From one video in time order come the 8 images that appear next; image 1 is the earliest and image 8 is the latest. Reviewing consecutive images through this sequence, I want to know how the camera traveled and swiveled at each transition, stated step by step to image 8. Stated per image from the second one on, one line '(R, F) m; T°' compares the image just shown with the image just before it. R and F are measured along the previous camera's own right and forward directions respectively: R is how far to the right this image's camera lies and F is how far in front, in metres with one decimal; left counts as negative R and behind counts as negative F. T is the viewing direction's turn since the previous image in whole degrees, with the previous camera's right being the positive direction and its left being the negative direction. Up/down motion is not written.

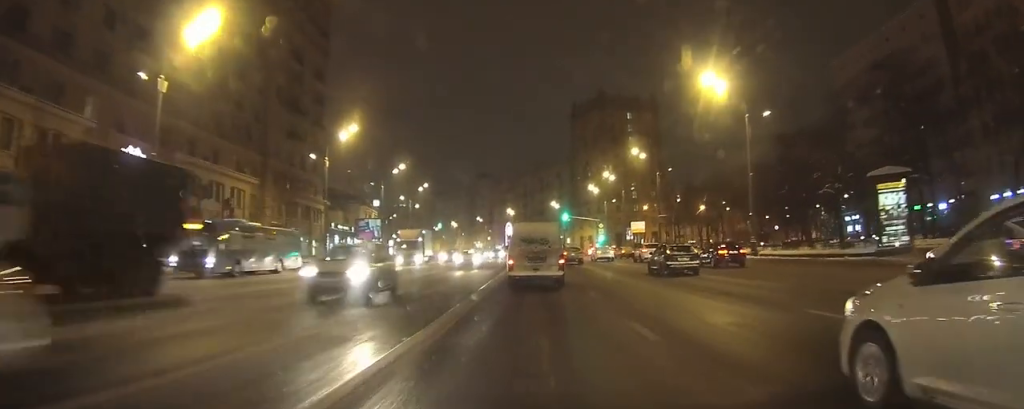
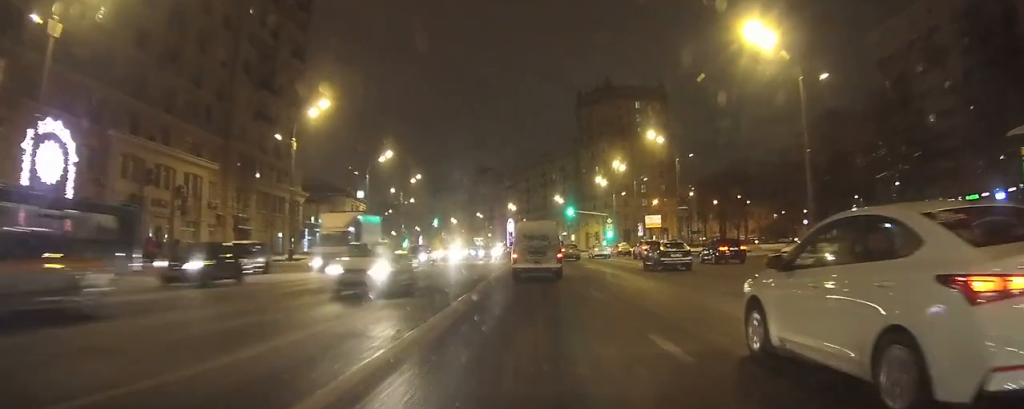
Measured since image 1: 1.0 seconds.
(-0.1, +8.8) m; -1°
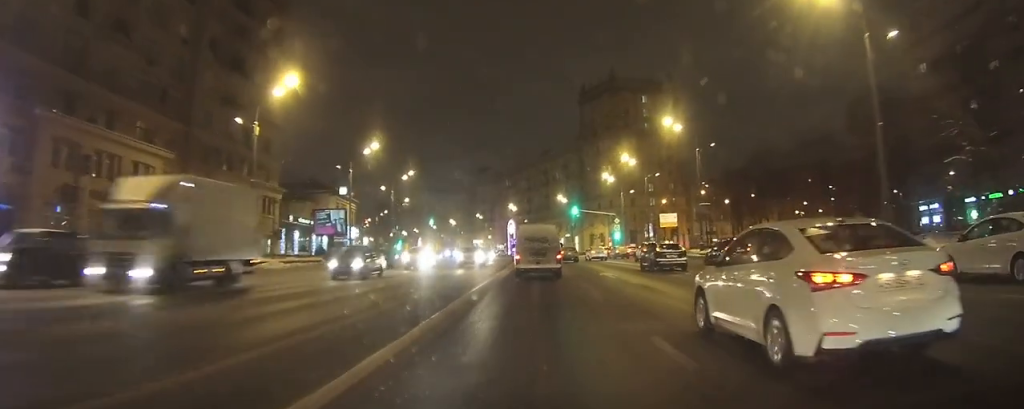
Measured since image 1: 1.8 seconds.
(-0.1, +8.1) m; 0°
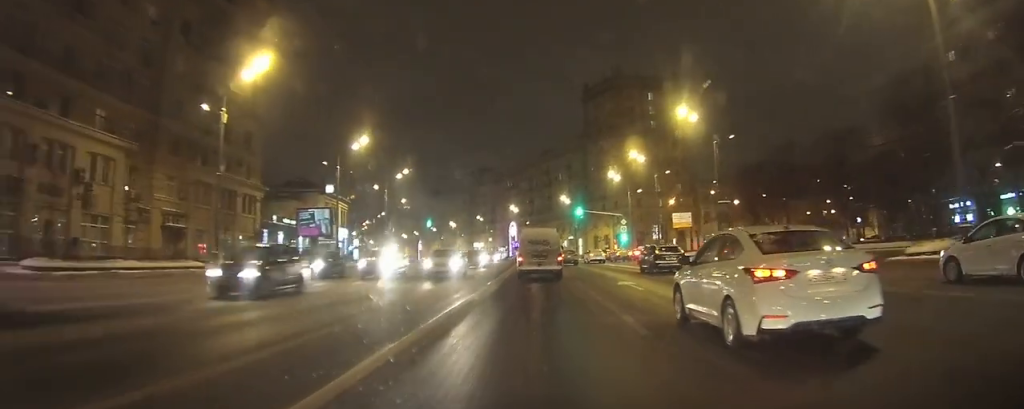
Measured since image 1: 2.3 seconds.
(-0.1, +5.7) m; 0°
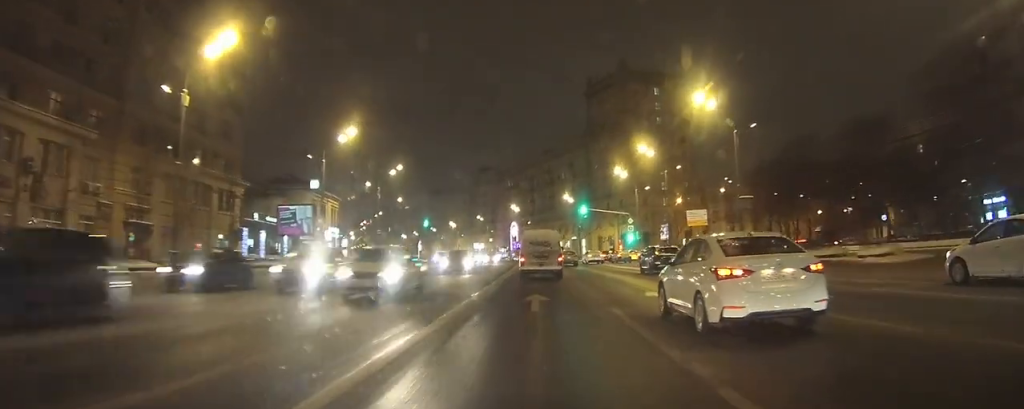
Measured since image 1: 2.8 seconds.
(+0.1, +5.7) m; 0°
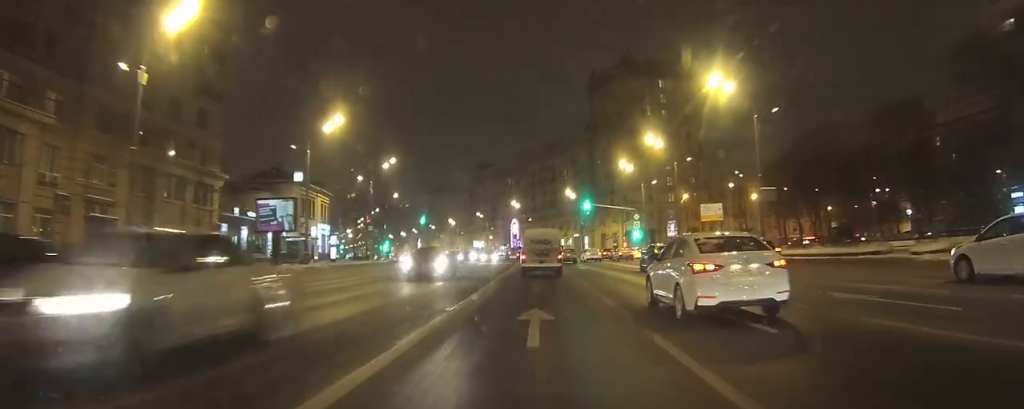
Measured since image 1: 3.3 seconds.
(+0.1, +5.0) m; 0°
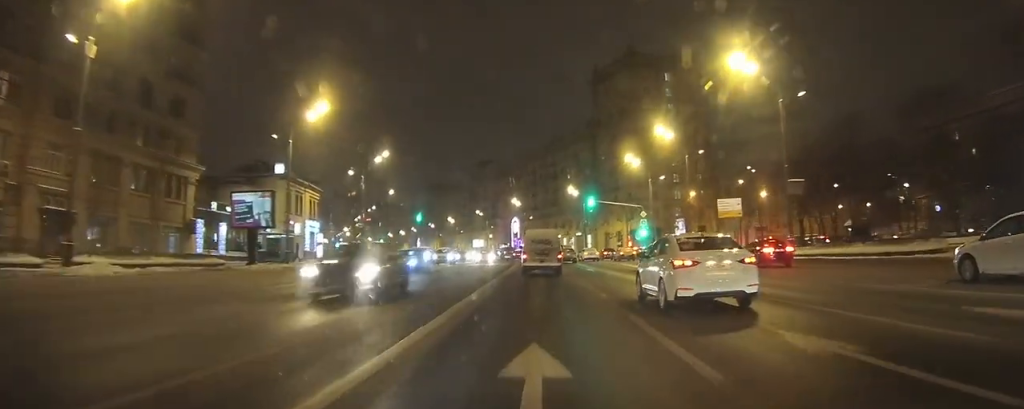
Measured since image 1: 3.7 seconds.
(-0.1, +5.2) m; -1°
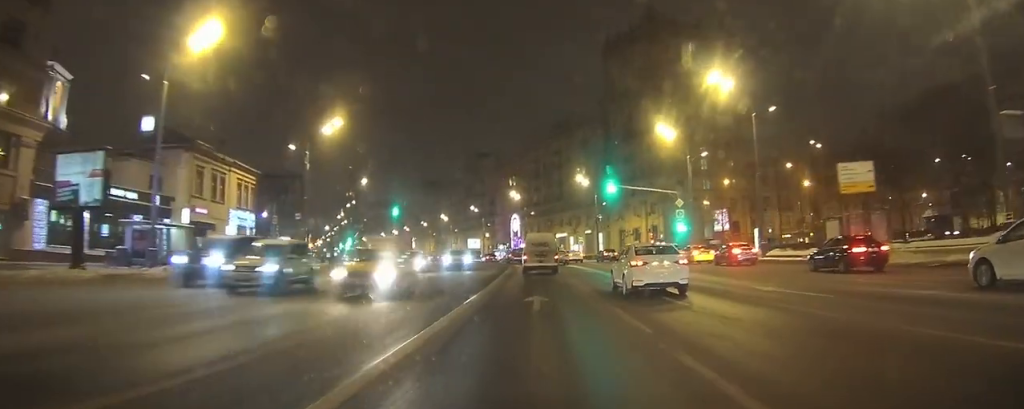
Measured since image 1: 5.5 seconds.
(-0.5, +21.2) m; -1°
